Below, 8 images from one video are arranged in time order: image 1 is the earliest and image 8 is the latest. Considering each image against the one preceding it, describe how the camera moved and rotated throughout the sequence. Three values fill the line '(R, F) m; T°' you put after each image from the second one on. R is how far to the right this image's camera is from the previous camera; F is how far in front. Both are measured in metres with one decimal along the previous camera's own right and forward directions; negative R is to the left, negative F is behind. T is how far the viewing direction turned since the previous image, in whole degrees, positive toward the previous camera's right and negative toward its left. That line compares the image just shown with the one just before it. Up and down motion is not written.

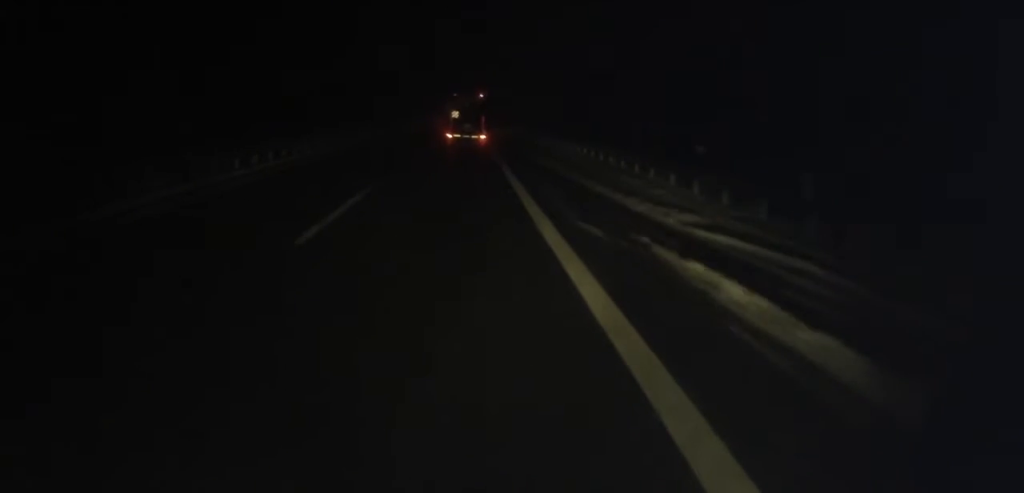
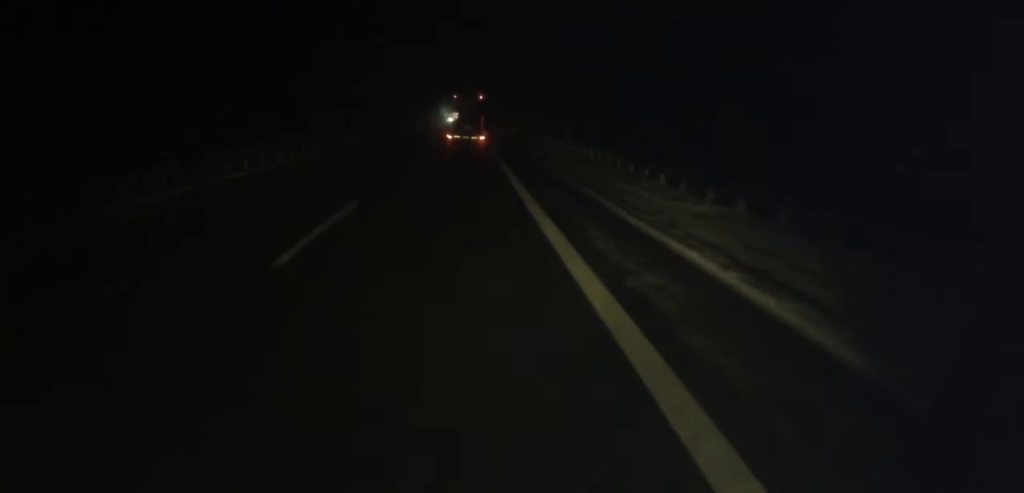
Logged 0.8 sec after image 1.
(+0.3, +19.0) m; 0°
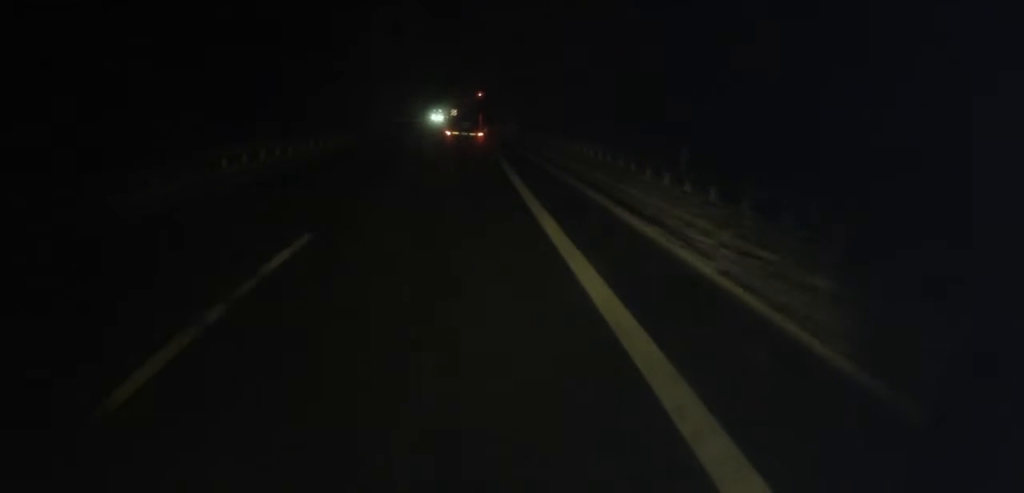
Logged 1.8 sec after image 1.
(0.0, +22.1) m; -1°
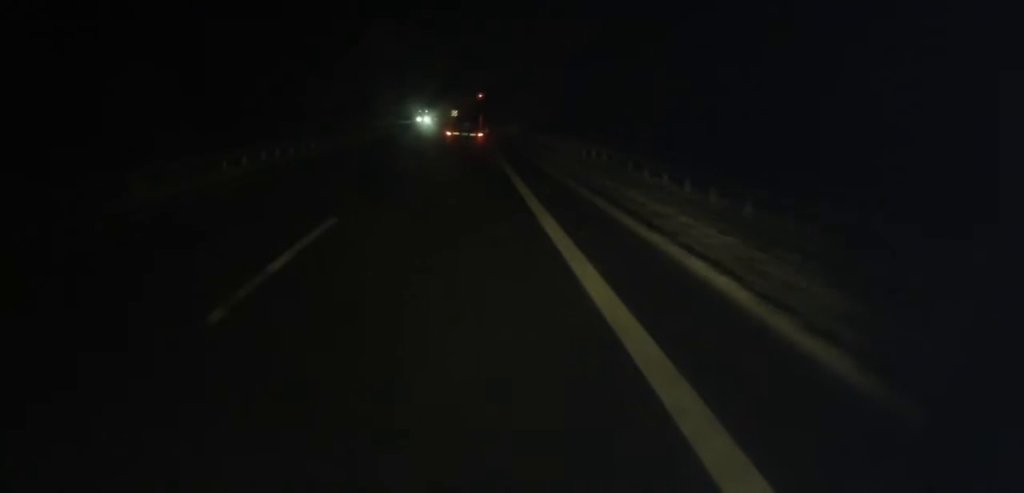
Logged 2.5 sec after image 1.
(-0.2, +16.0) m; 0°
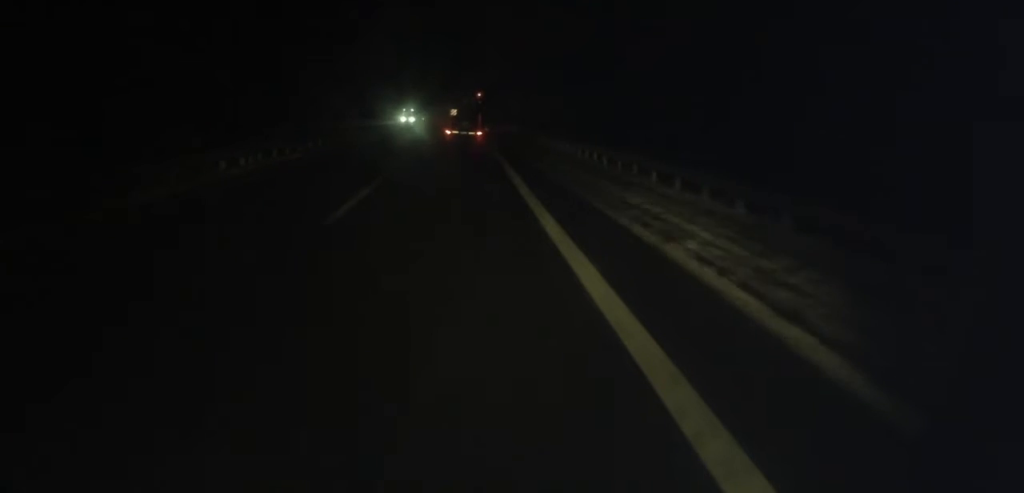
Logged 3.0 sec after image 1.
(-0.1, +12.2) m; +1°
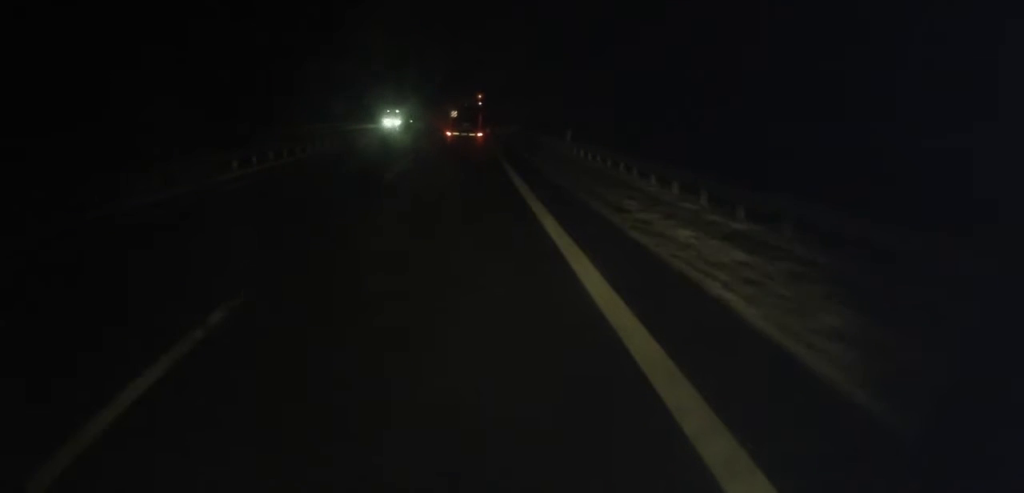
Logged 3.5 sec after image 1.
(+0.1, +10.7) m; +1°
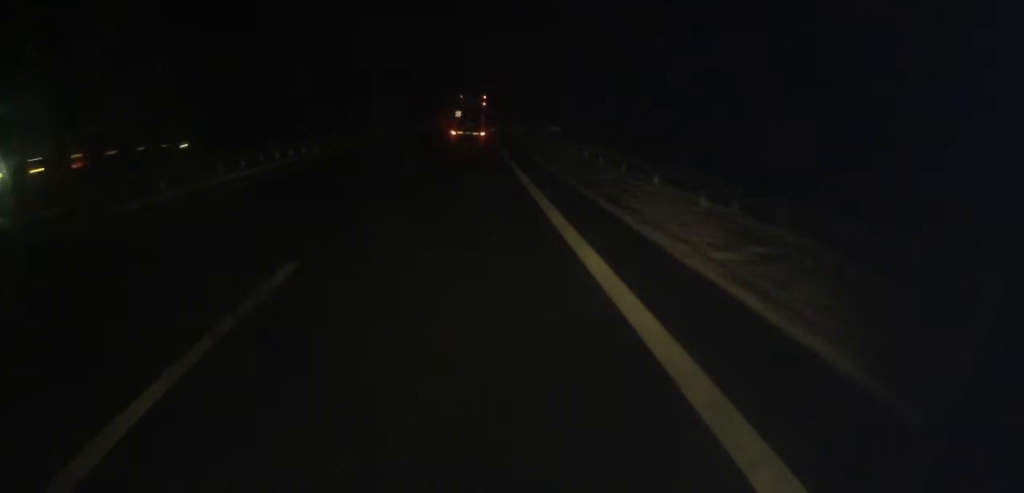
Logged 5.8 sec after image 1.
(+0.9, +51.8) m; +1°
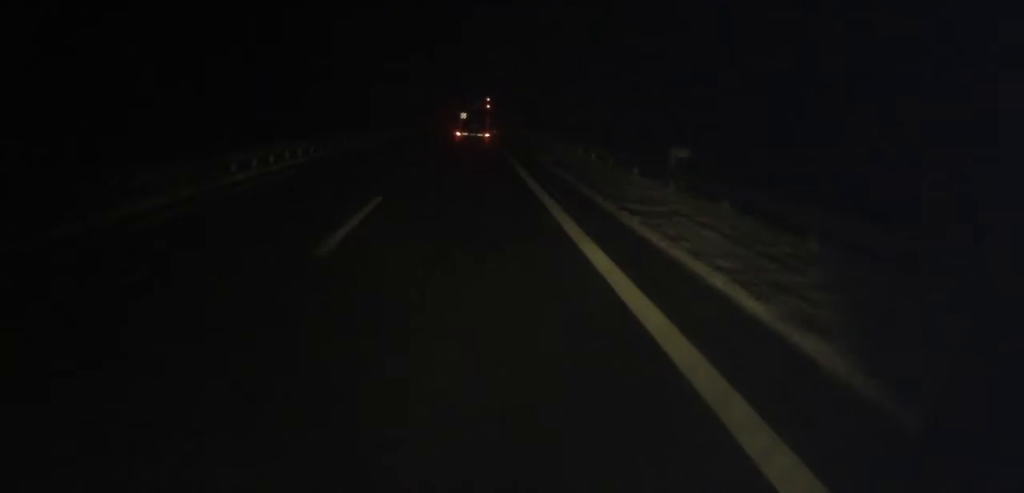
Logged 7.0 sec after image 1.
(0.0, +28.8) m; +1°
